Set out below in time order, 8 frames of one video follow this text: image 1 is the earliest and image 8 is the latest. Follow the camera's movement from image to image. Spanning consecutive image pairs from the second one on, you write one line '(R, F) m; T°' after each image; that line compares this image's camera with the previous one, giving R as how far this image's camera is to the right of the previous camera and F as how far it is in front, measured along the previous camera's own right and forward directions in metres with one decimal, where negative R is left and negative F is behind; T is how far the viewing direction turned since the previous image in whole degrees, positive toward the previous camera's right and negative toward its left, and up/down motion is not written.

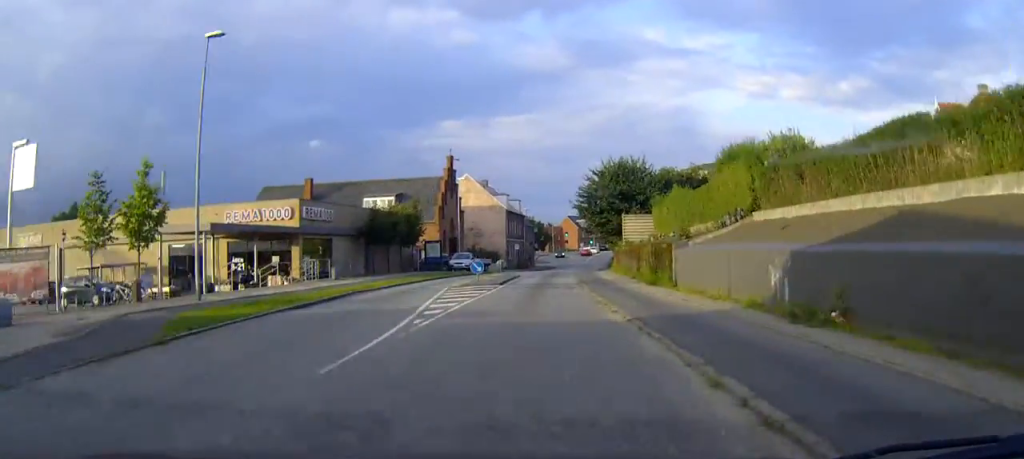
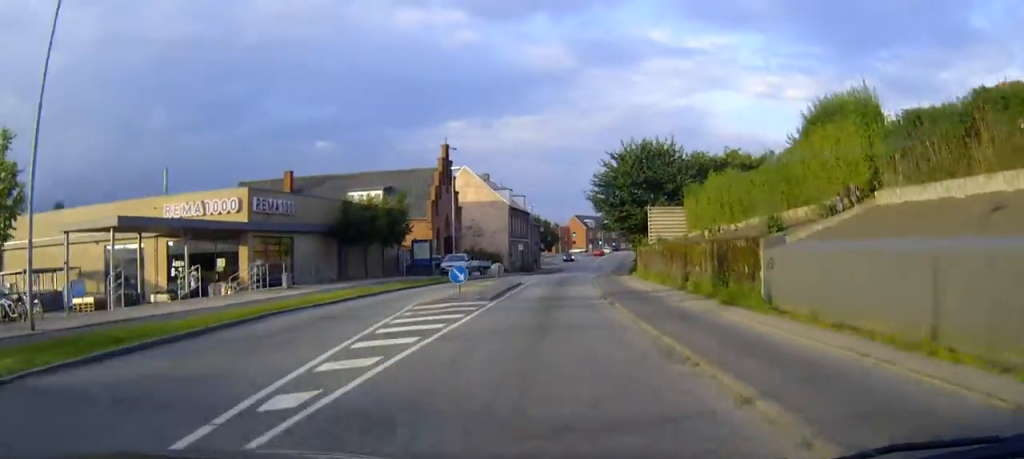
(-0.1, +8.6) m; 0°
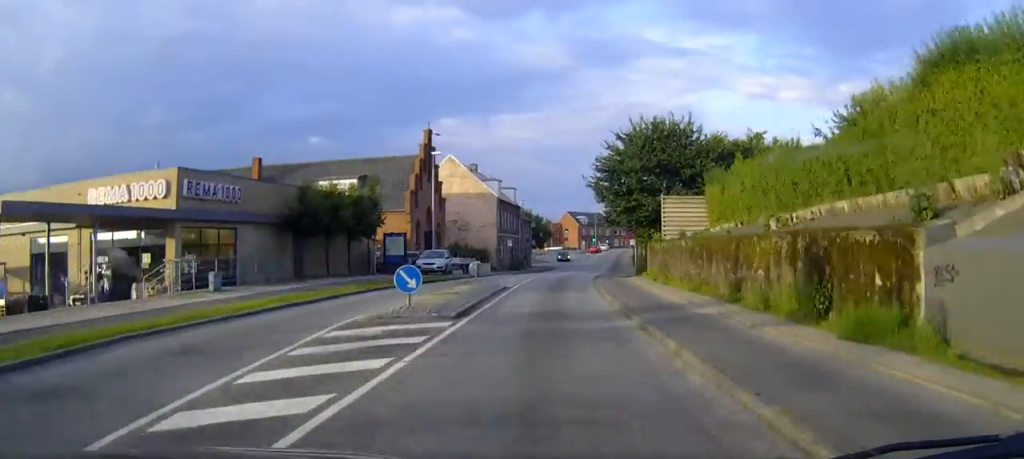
(0.0, +6.6) m; 0°
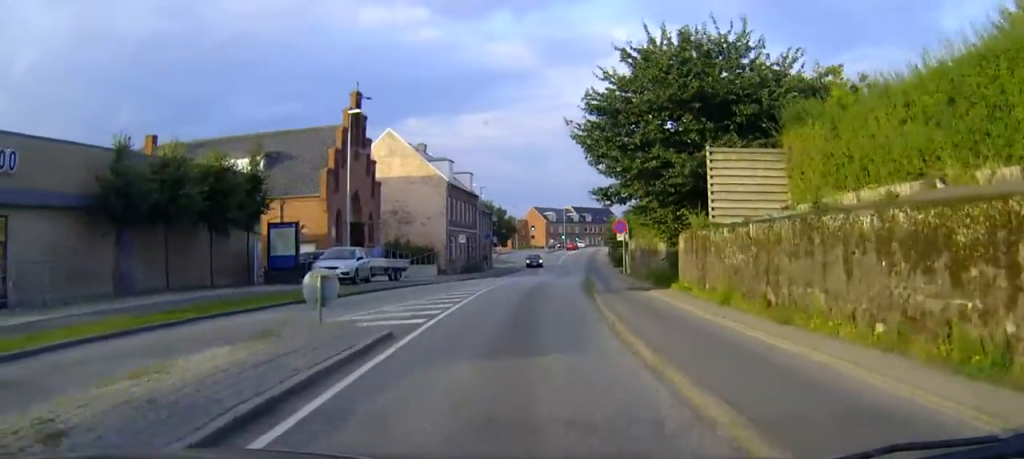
(+0.1, +14.3) m; +1°
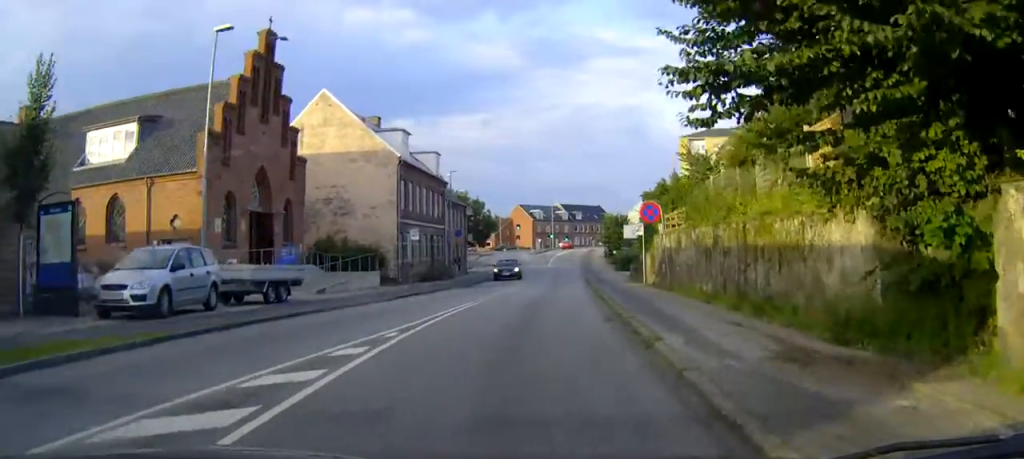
(+0.2, +14.6) m; +1°
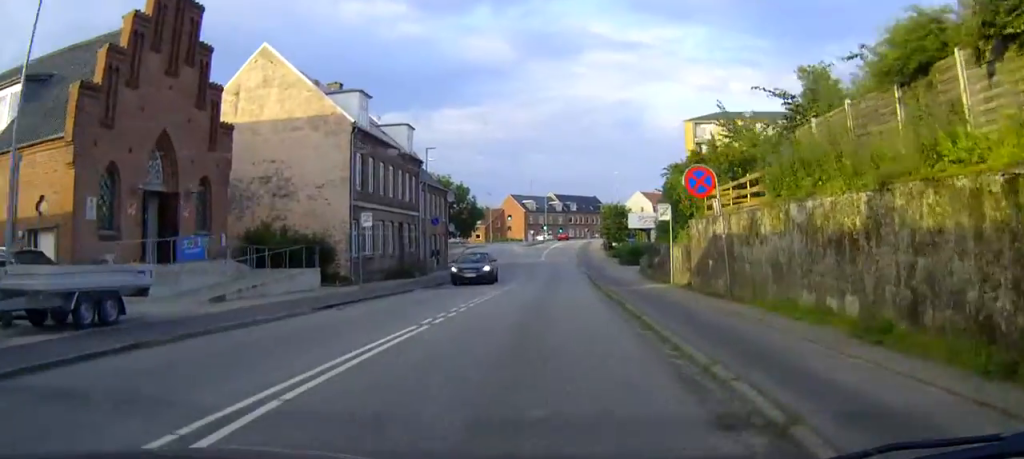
(+0.1, +8.8) m; +1°
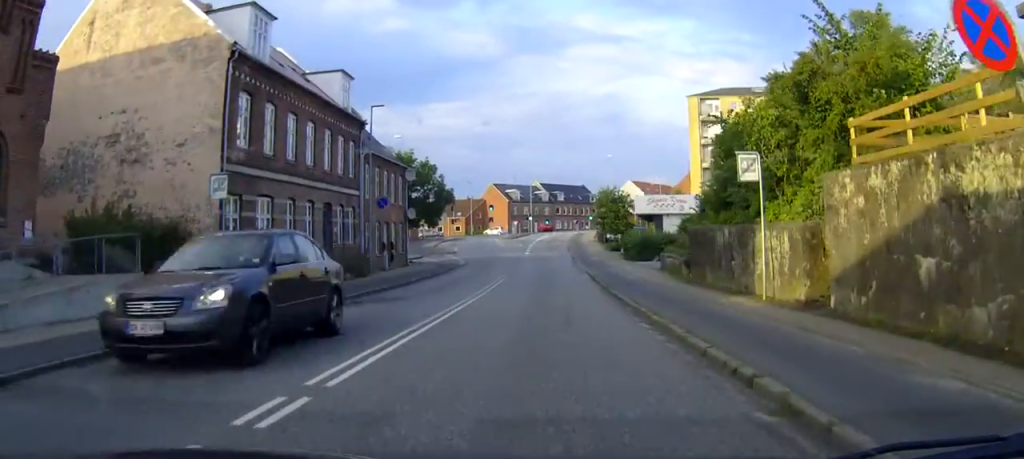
(+0.1, +12.0) m; +1°
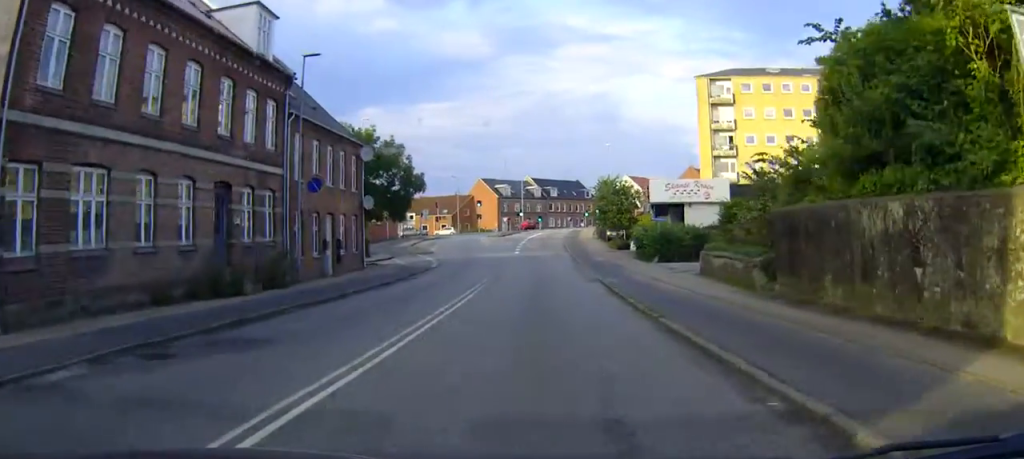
(+0.1, +9.4) m; +1°
